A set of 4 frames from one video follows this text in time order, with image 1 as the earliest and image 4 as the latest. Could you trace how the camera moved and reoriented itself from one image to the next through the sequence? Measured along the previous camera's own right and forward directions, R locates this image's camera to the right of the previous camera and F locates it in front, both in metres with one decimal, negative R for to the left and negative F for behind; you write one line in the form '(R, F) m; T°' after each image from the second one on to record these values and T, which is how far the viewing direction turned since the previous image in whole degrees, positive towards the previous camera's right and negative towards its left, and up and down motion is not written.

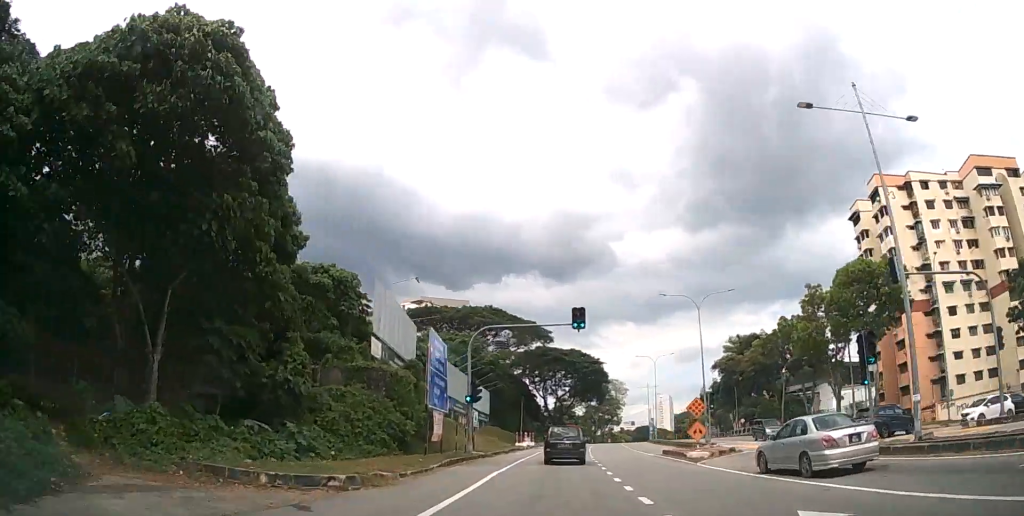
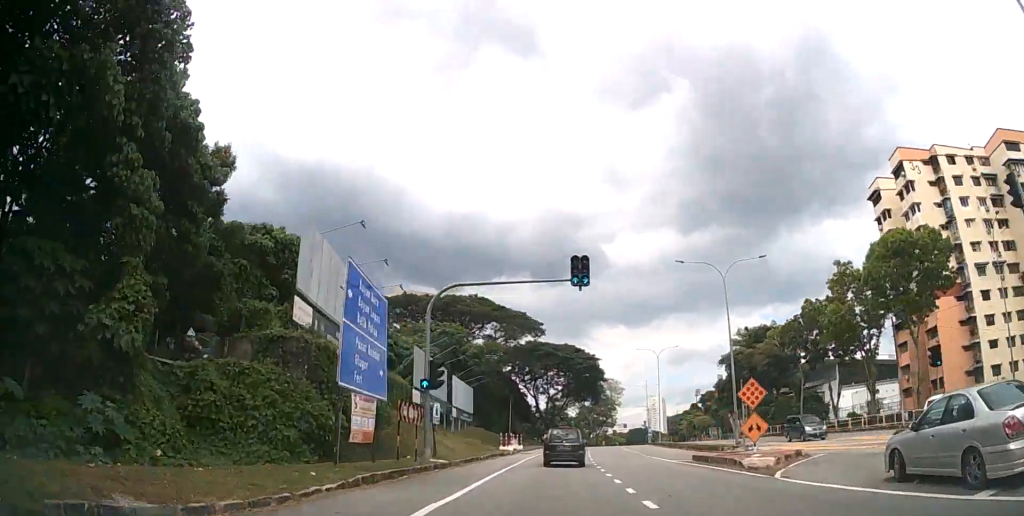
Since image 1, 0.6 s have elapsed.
(0.0, +8.7) m; +1°
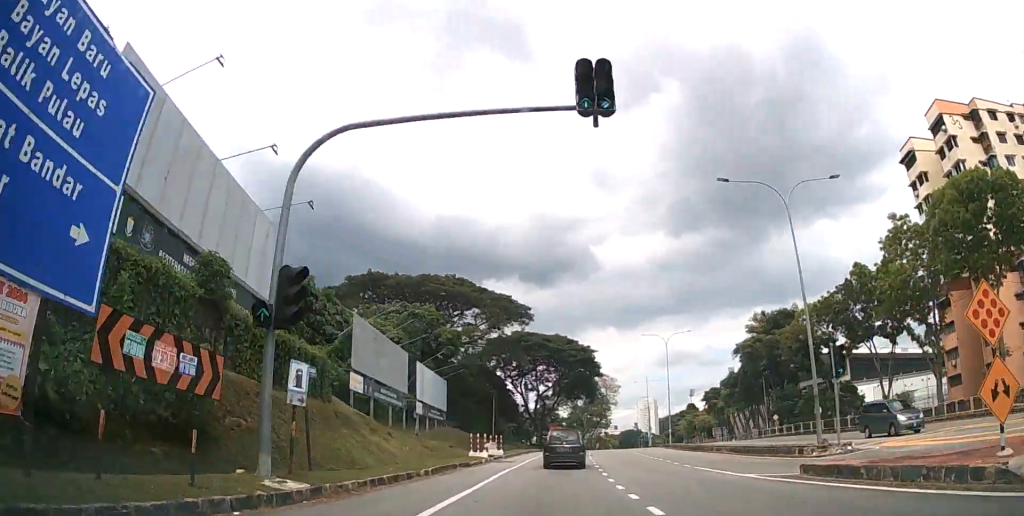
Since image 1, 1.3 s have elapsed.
(+0.1, +11.9) m; +1°
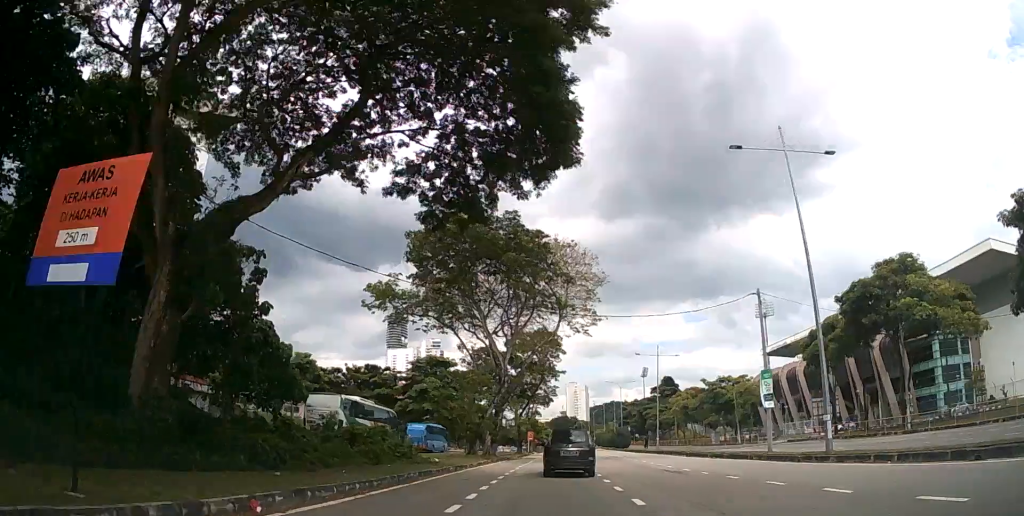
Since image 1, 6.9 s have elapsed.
(+4.9, +85.1) m; +7°
